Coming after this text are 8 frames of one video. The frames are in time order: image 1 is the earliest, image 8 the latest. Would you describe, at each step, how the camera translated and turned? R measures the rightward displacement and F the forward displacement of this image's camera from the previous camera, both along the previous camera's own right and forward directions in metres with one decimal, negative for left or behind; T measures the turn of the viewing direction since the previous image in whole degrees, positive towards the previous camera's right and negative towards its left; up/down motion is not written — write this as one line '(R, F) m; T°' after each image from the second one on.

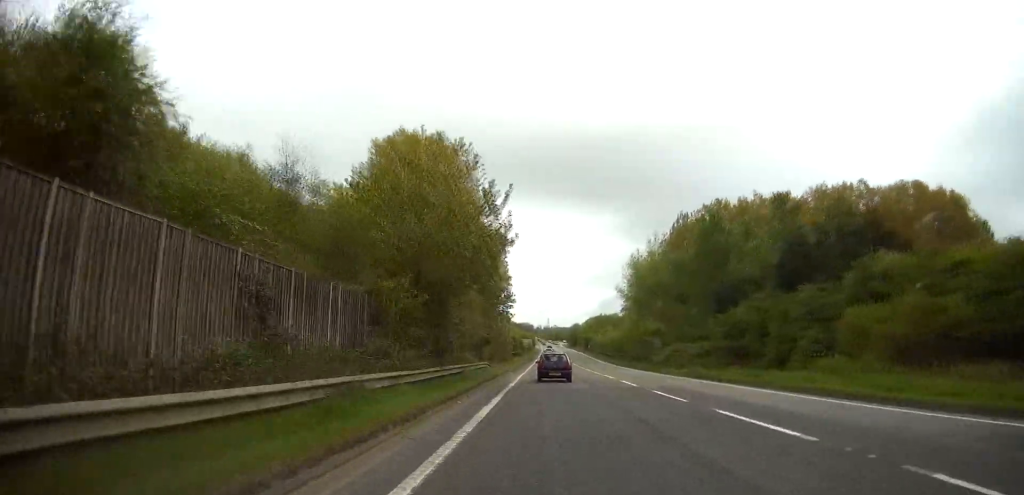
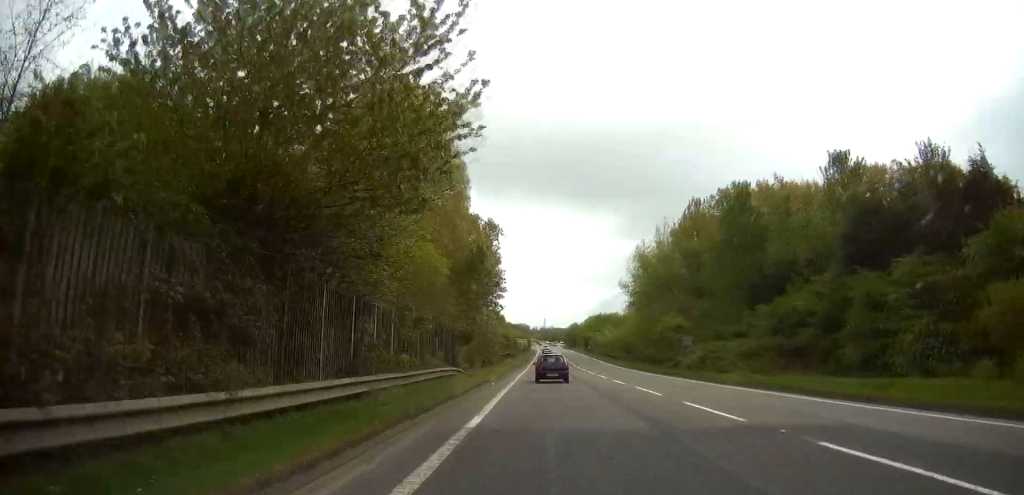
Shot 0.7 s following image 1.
(0.0, +14.9) m; 0°
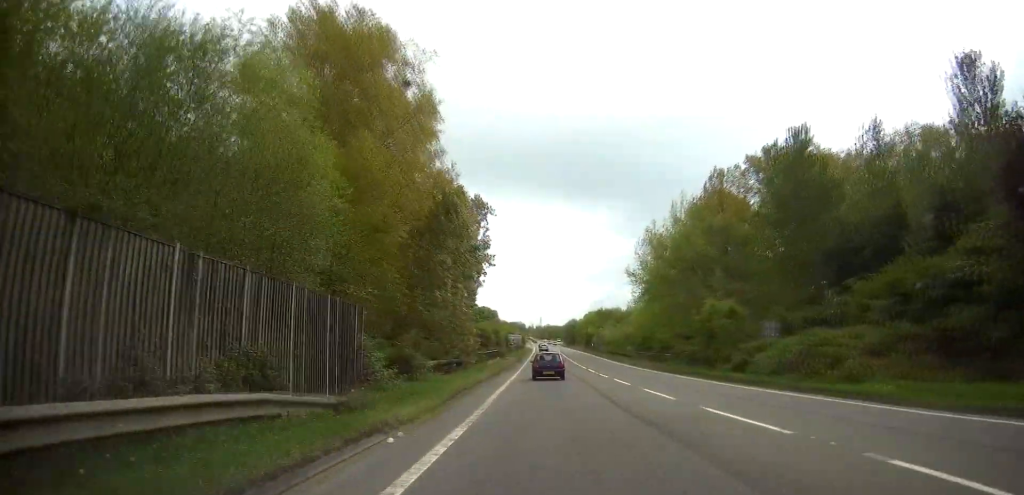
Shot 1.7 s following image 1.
(+0.2, +20.4) m; 0°
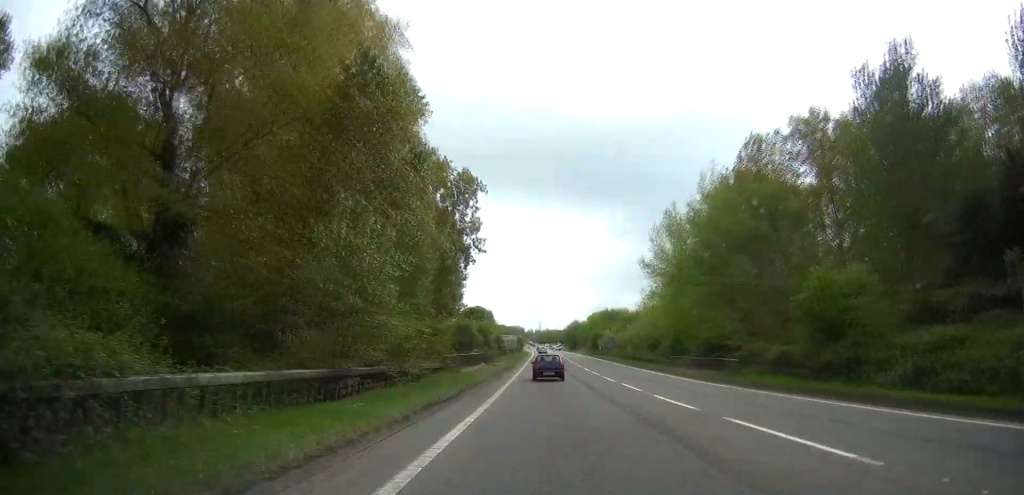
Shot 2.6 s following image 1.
(-0.1, +20.7) m; 0°
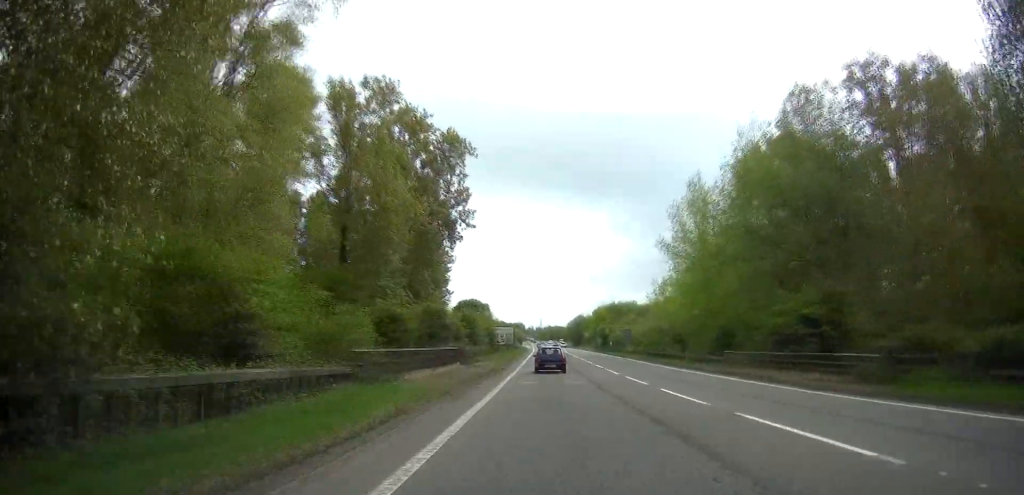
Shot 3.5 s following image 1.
(+0.1, +18.5) m; 0°
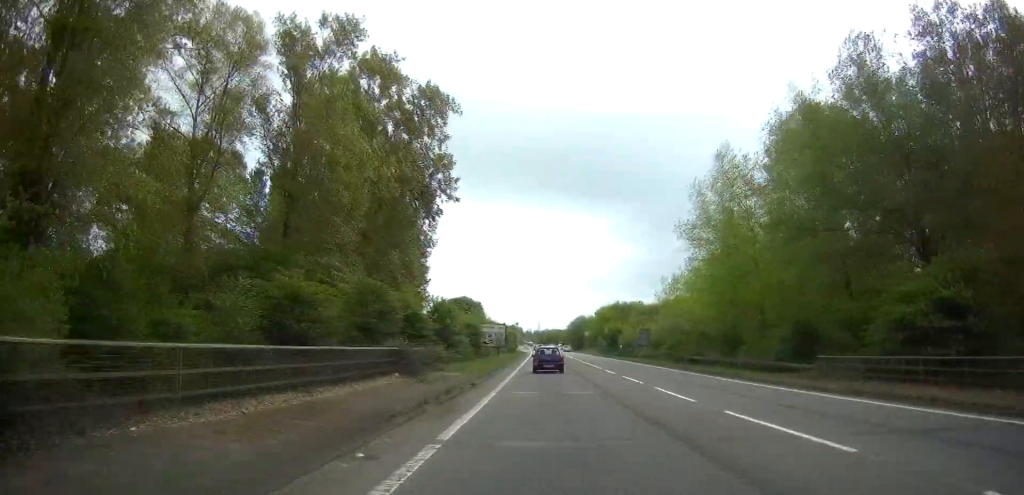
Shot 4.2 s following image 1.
(0.0, +16.7) m; 0°
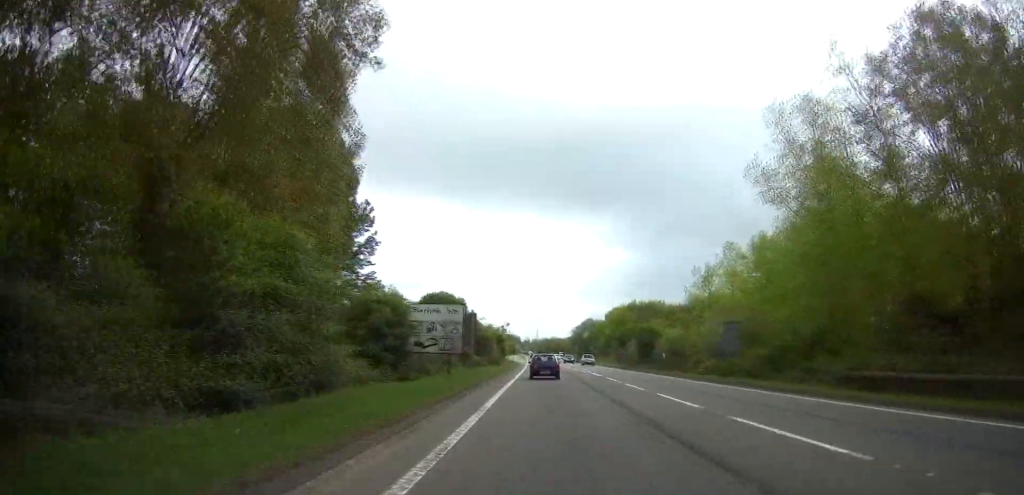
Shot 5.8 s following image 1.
(-0.1, +35.0) m; 0°
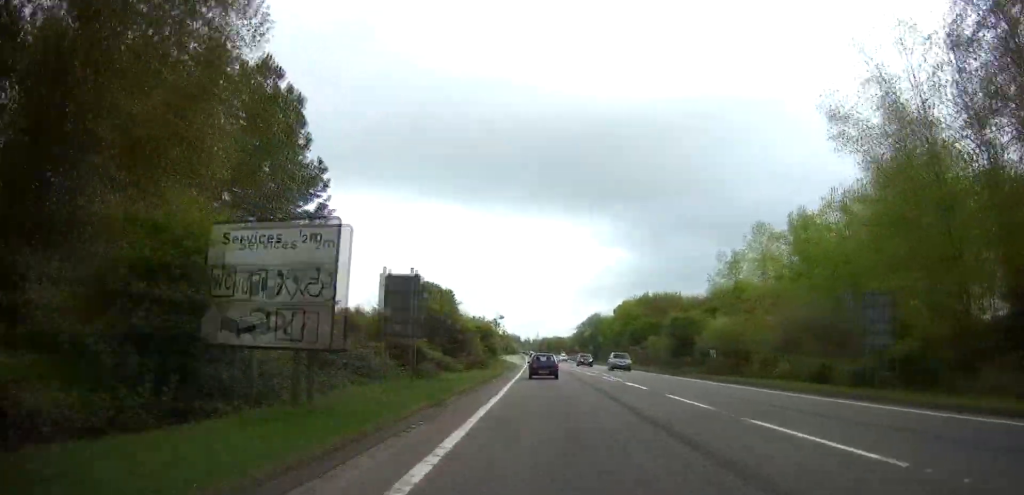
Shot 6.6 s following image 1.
(0.0, +18.3) m; 0°
